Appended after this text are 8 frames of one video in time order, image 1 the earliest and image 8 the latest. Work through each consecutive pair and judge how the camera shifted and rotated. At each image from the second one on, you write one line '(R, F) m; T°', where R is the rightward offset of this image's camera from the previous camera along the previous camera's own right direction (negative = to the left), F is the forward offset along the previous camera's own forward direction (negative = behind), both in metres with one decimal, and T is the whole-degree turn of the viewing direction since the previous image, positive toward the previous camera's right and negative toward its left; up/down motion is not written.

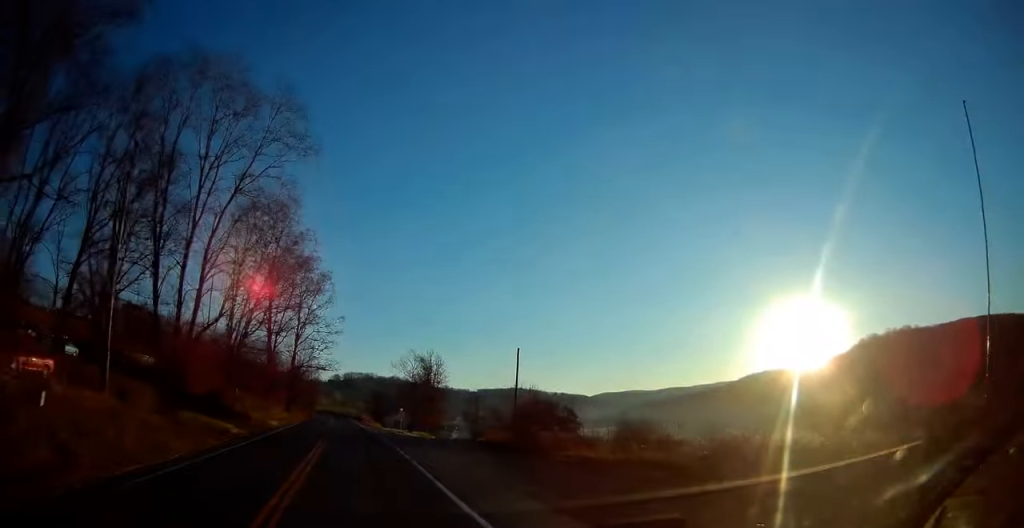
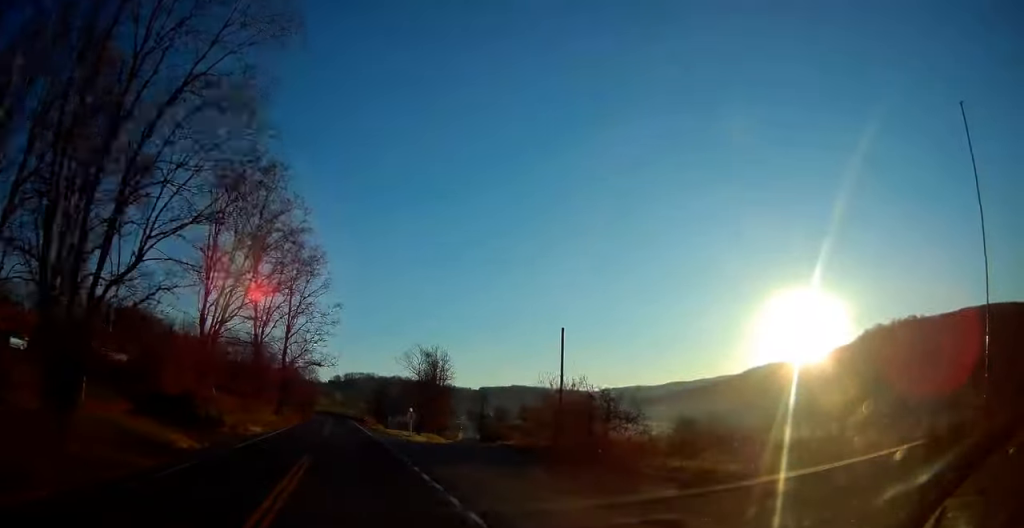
(+0.1, +10.4) m; -1°
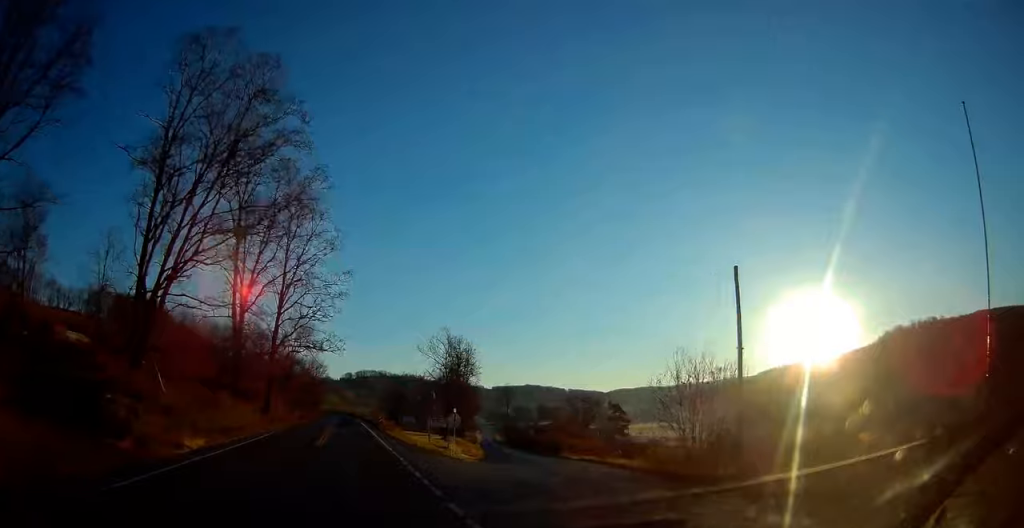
(-0.4, +17.2) m; -1°
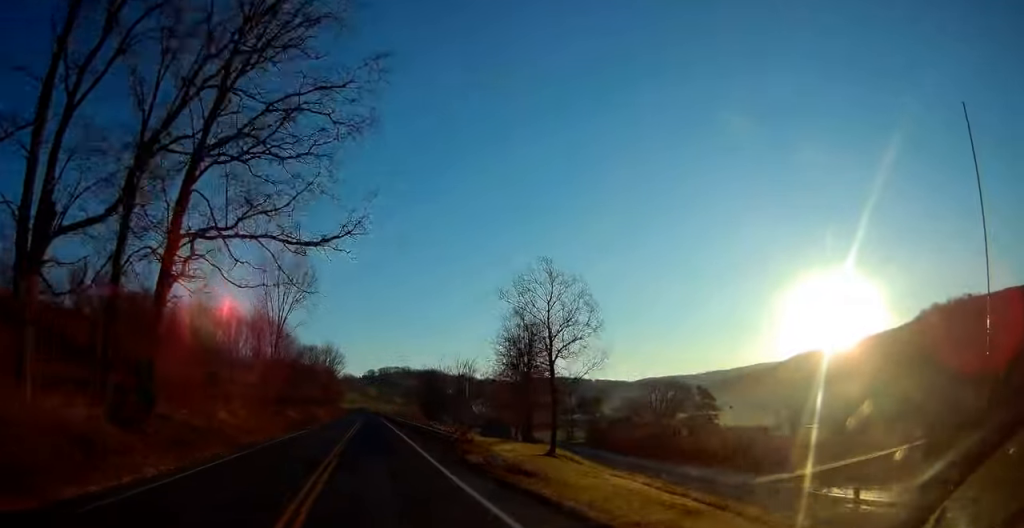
(-0.1, +35.3) m; 0°
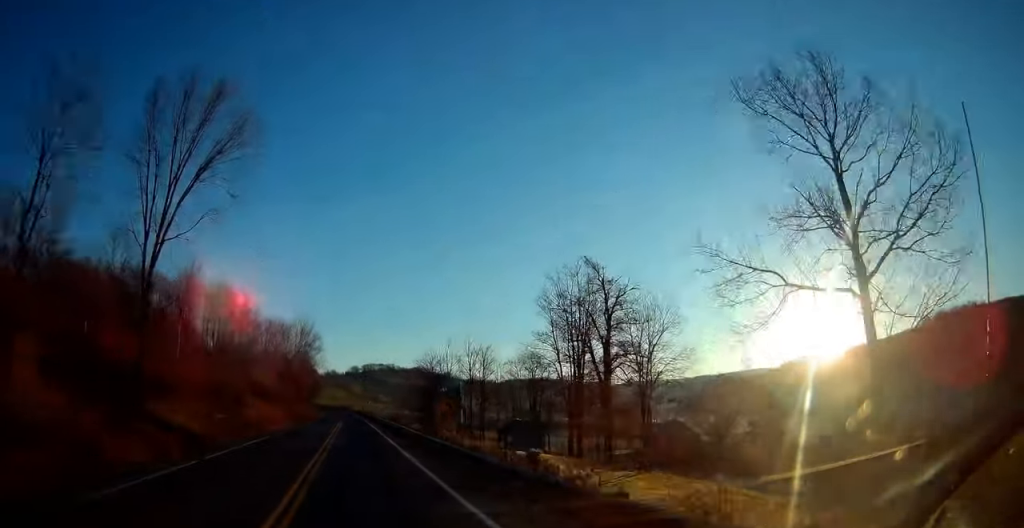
(0.0, +30.9) m; 0°
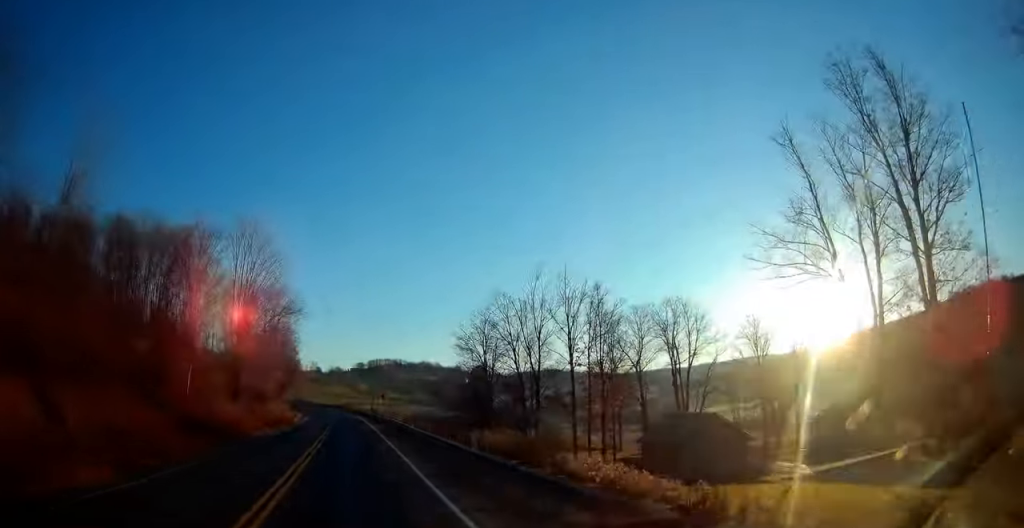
(0.0, +47.3) m; -1°
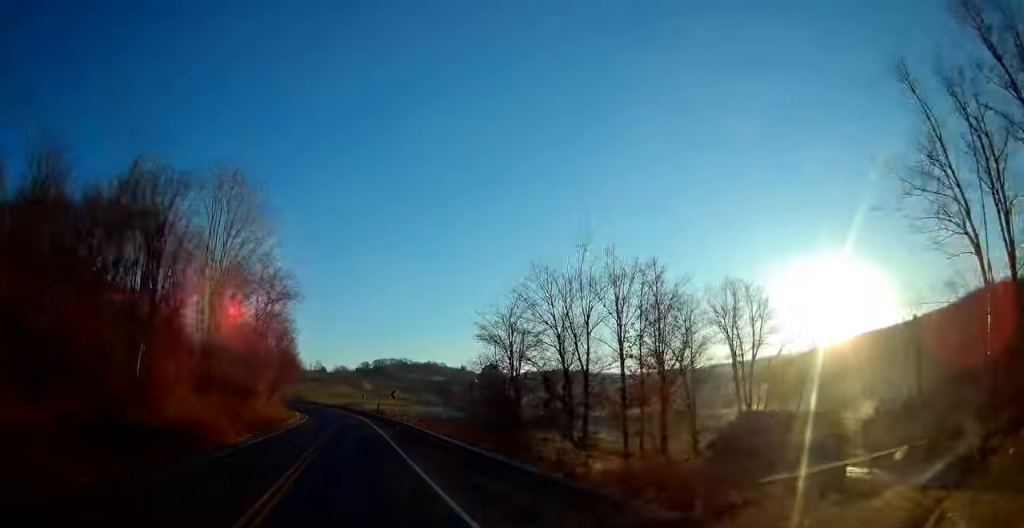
(0.0, +10.1) m; 0°
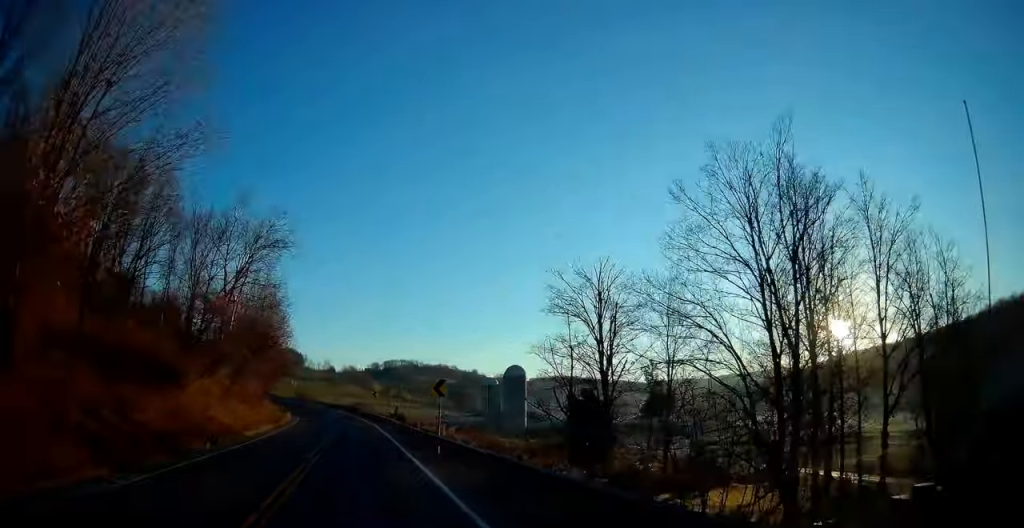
(-0.2, +21.1) m; -1°
